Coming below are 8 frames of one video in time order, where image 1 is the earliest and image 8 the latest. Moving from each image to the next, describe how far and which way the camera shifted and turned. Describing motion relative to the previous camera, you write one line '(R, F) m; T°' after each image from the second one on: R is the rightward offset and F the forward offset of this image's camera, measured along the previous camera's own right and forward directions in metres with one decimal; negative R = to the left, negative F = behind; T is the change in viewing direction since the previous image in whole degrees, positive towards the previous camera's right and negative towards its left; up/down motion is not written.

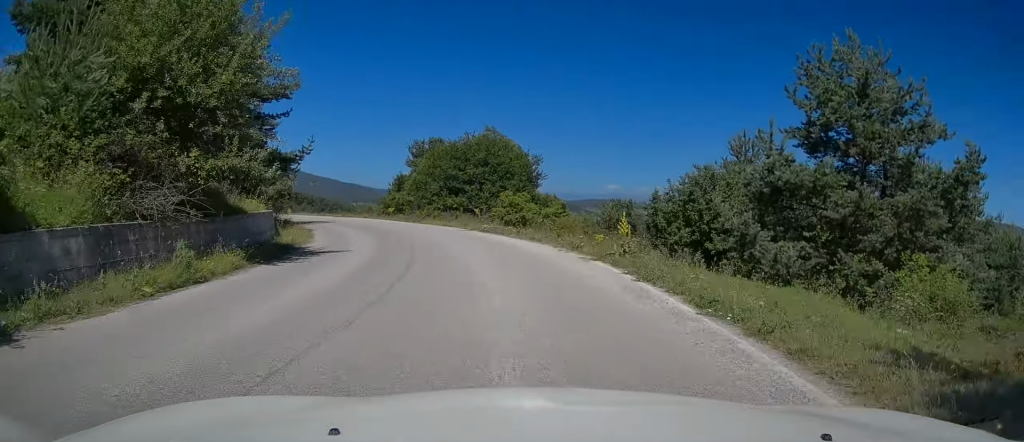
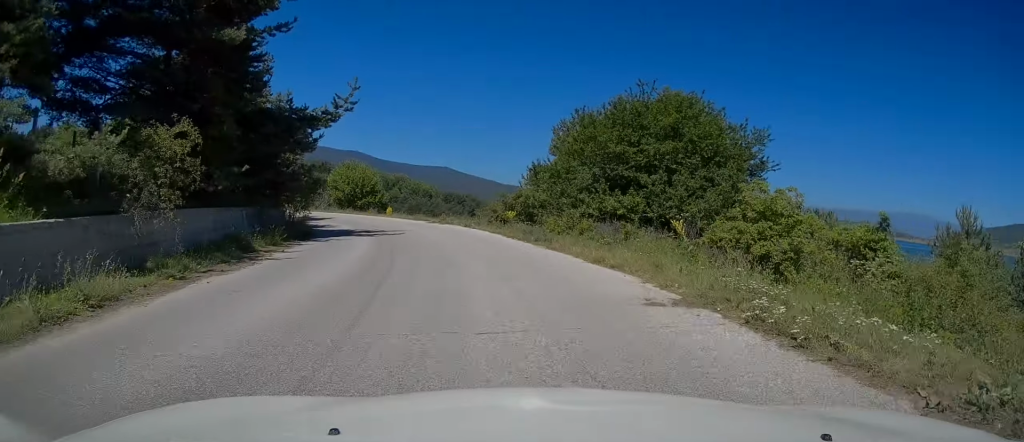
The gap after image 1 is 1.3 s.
(-1.5, +18.7) m; -14°
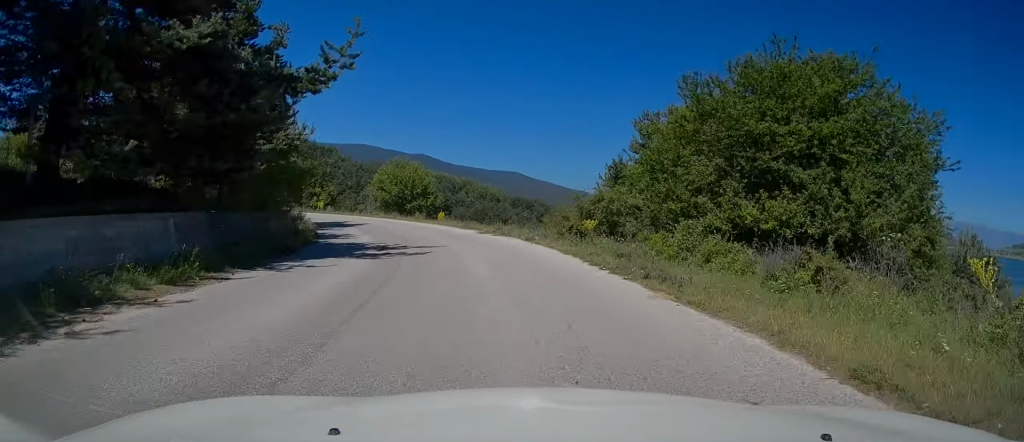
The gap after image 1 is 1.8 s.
(-1.0, +7.7) m; -7°
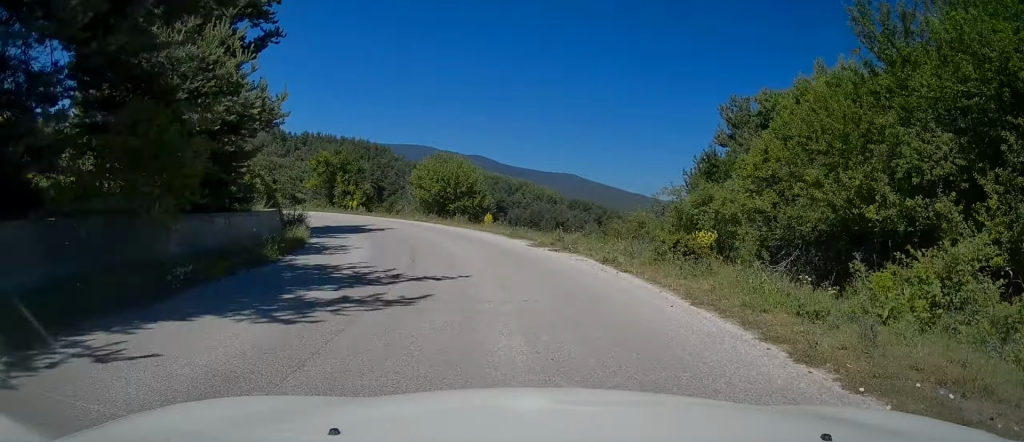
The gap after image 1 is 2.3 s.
(-0.2, +7.3) m; -6°
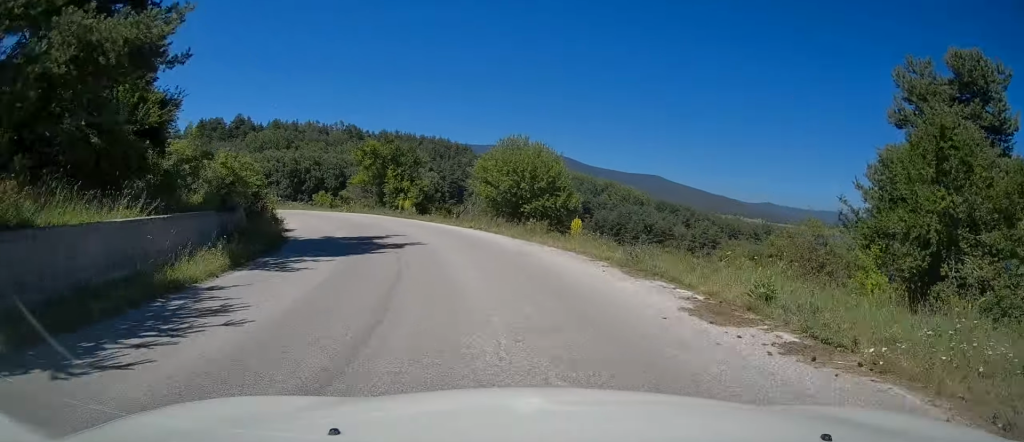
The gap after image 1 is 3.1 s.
(-0.9, +10.9) m; -8°
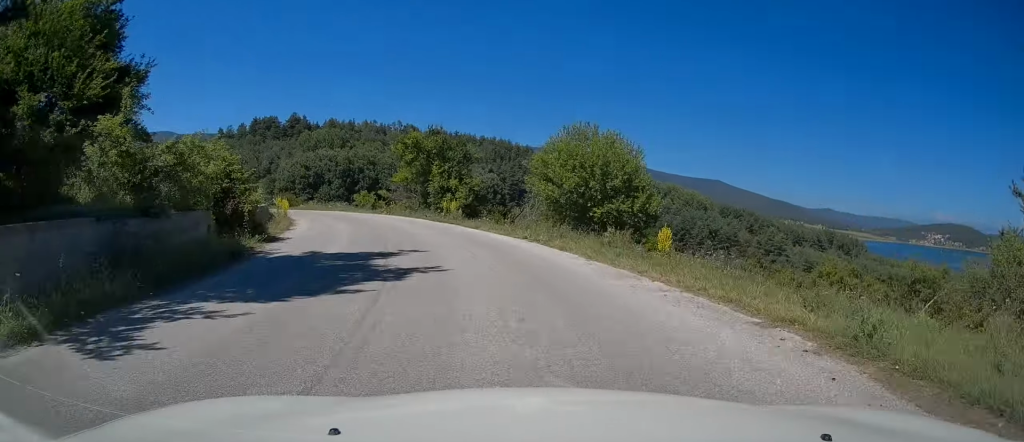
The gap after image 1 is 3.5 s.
(-0.3, +6.5) m; -4°
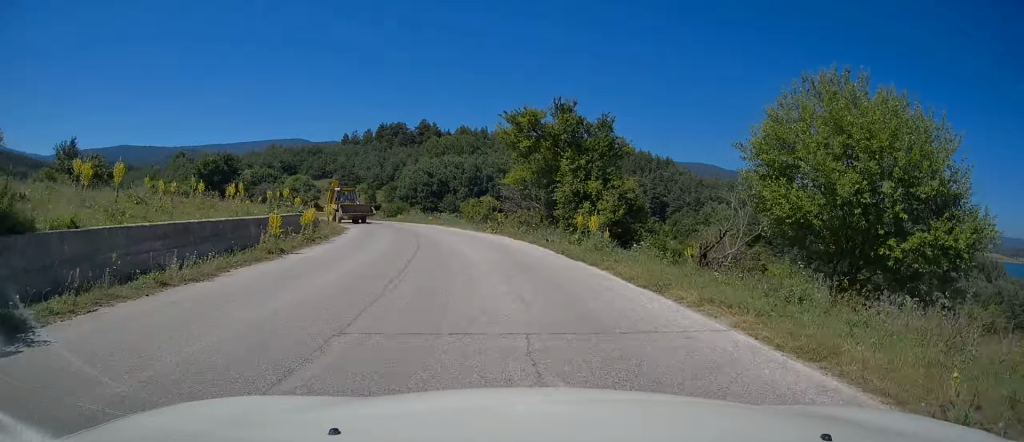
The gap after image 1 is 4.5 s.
(-1.2, +14.6) m; -9°
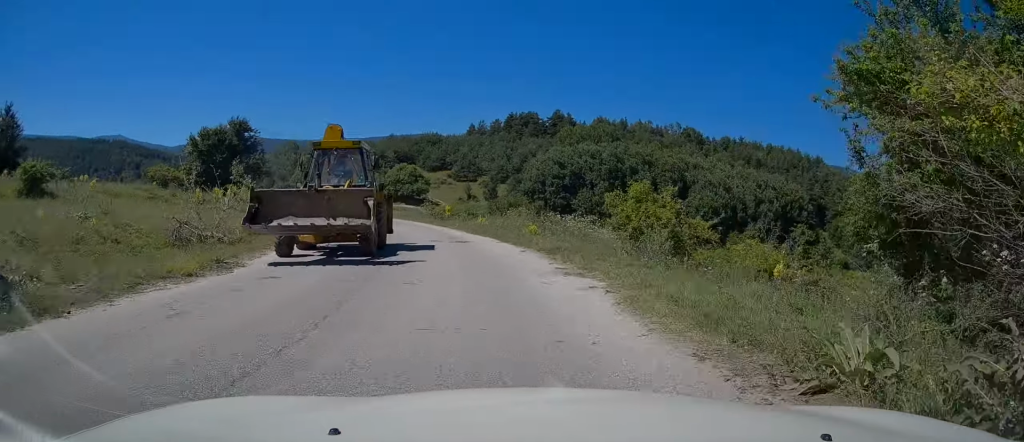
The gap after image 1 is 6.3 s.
(-2.8, +27.2) m; -13°
